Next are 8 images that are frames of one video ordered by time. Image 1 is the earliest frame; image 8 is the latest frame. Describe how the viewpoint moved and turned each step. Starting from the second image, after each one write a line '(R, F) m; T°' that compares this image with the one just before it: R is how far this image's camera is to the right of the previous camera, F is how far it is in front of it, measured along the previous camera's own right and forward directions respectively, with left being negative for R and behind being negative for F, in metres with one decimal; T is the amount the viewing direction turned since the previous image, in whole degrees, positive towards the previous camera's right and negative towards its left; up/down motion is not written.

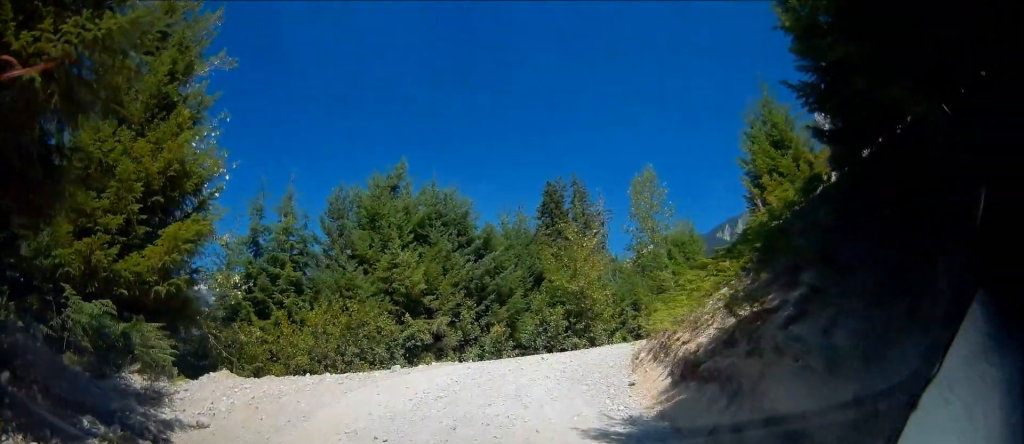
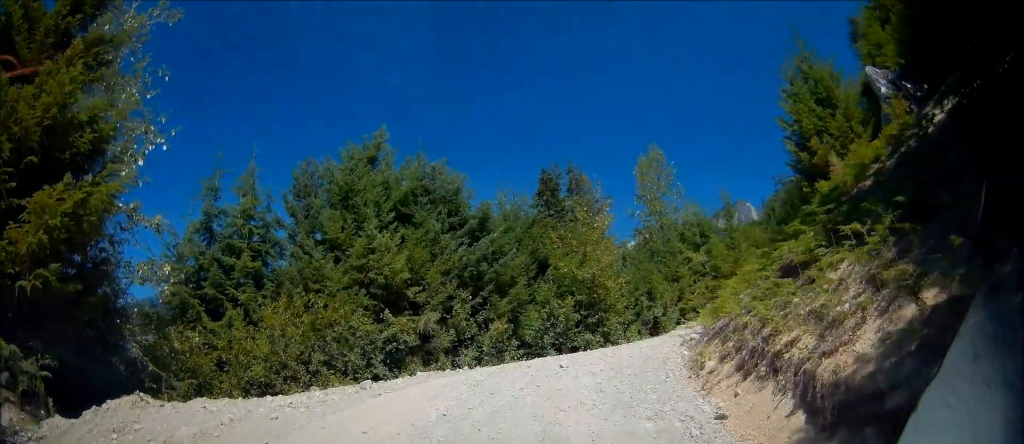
(-0.3, +3.8) m; +6°
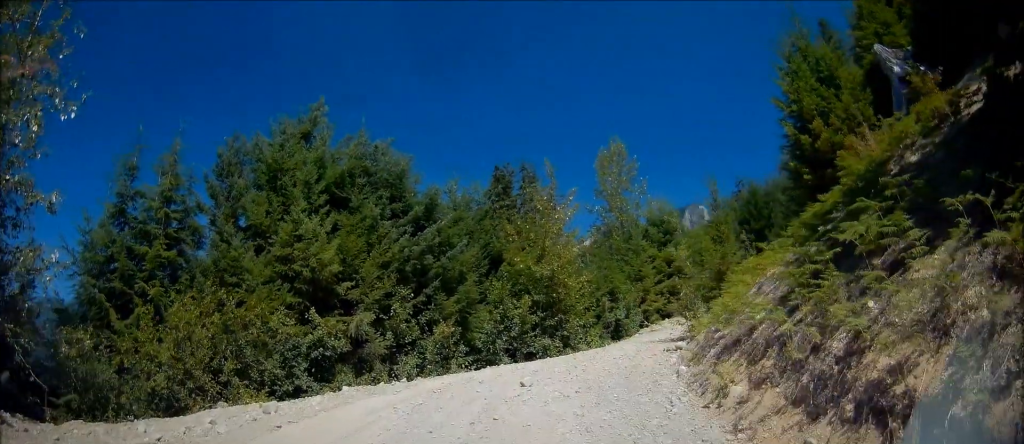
(+0.2, +2.7) m; +14°
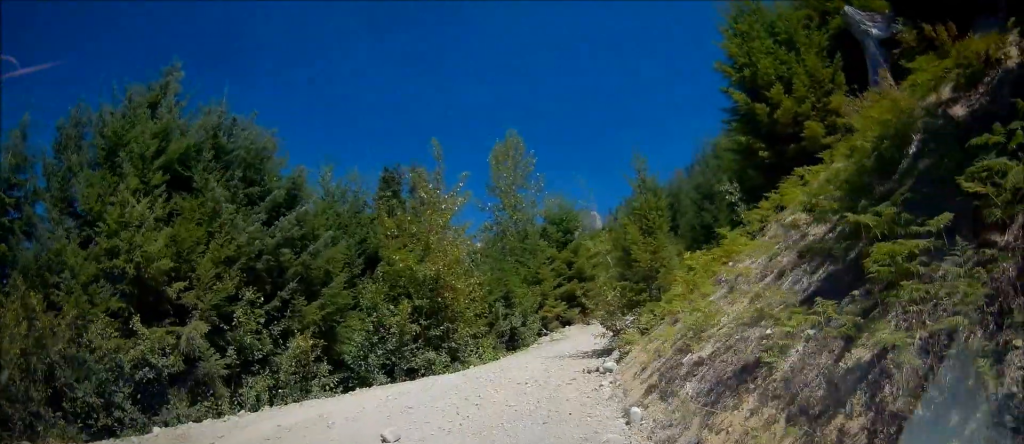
(+0.6, +3.5) m; +1°
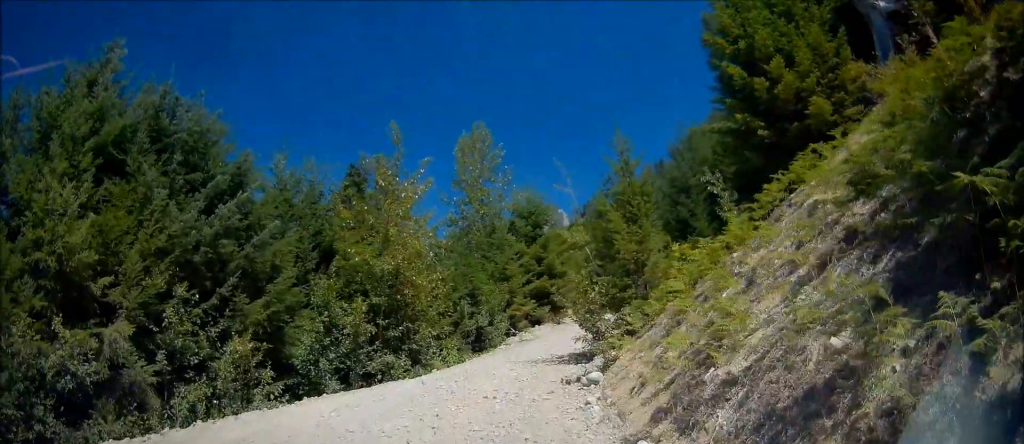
(-0.2, +1.6) m; +1°
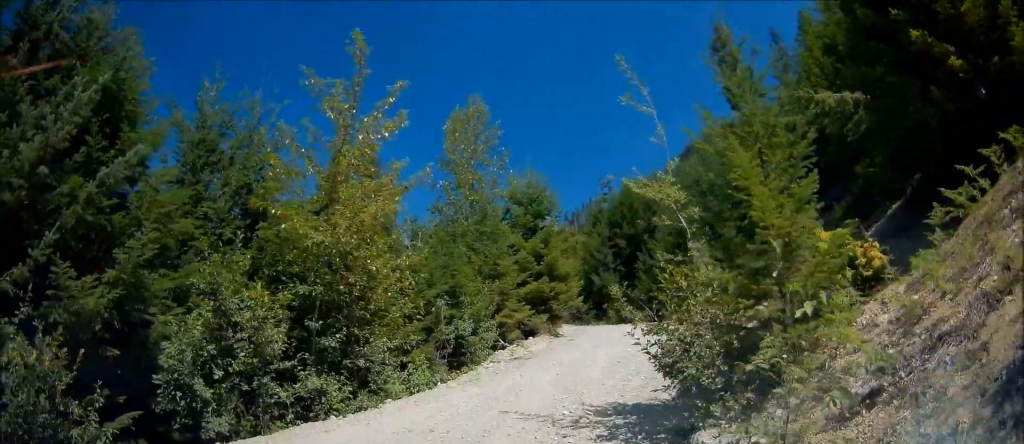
(+0.3, +5.8) m; +6°
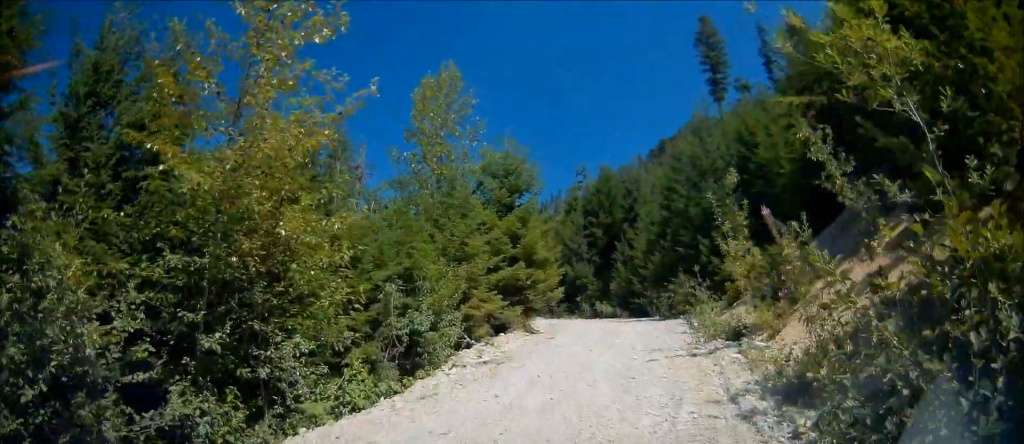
(0.0, +4.2) m; +4°
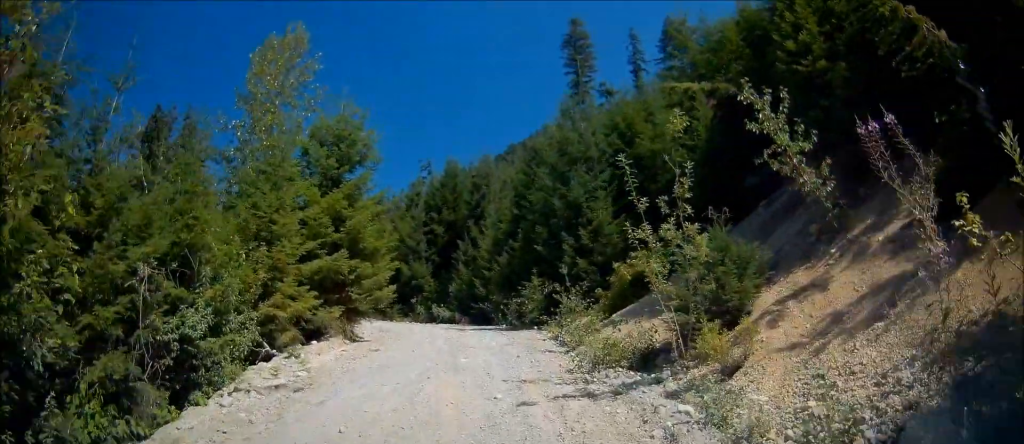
(+0.4, +4.8) m; +8°
